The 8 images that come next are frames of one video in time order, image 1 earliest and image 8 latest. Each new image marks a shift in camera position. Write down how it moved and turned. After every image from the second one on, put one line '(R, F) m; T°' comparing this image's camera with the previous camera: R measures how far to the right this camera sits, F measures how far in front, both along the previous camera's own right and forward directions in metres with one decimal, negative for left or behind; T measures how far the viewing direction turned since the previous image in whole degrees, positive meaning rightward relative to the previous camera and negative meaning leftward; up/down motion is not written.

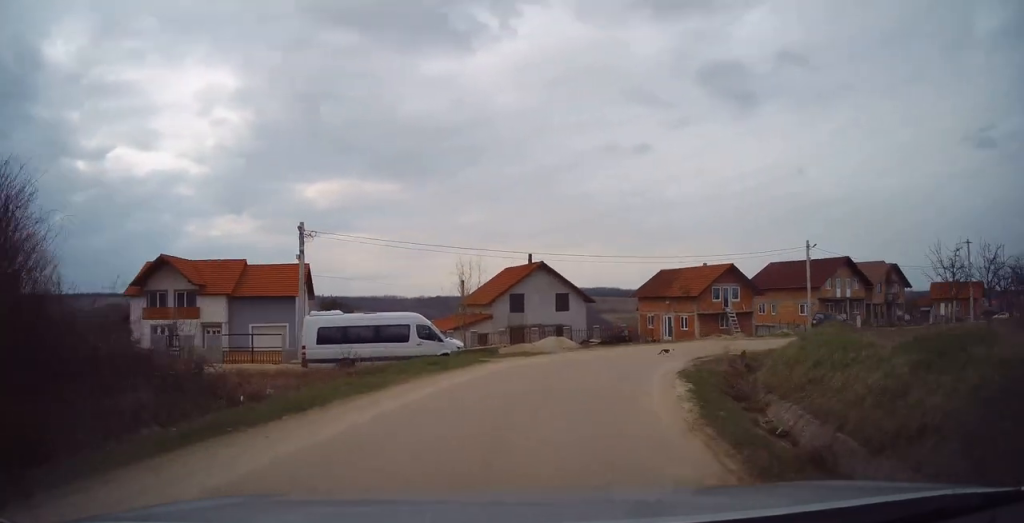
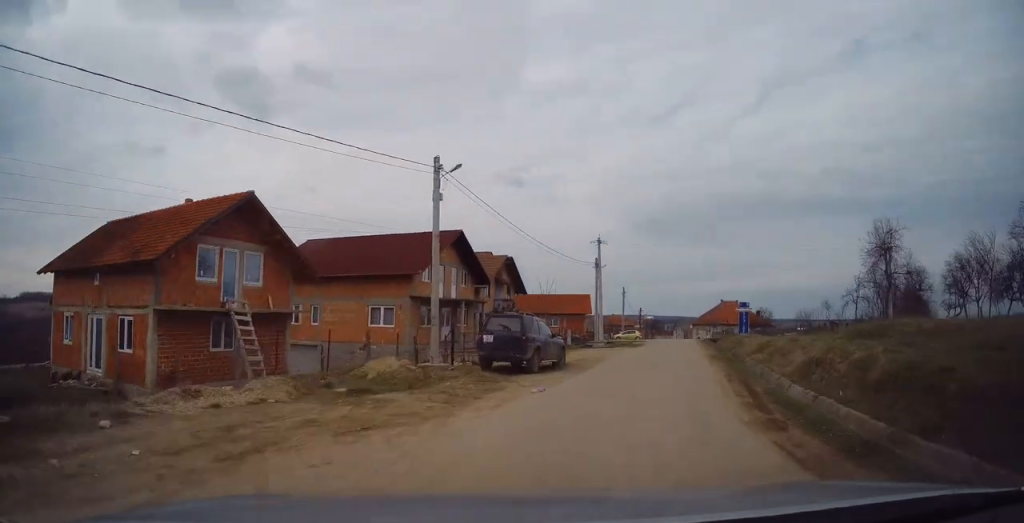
(+10.3, +28.8) m; +51°
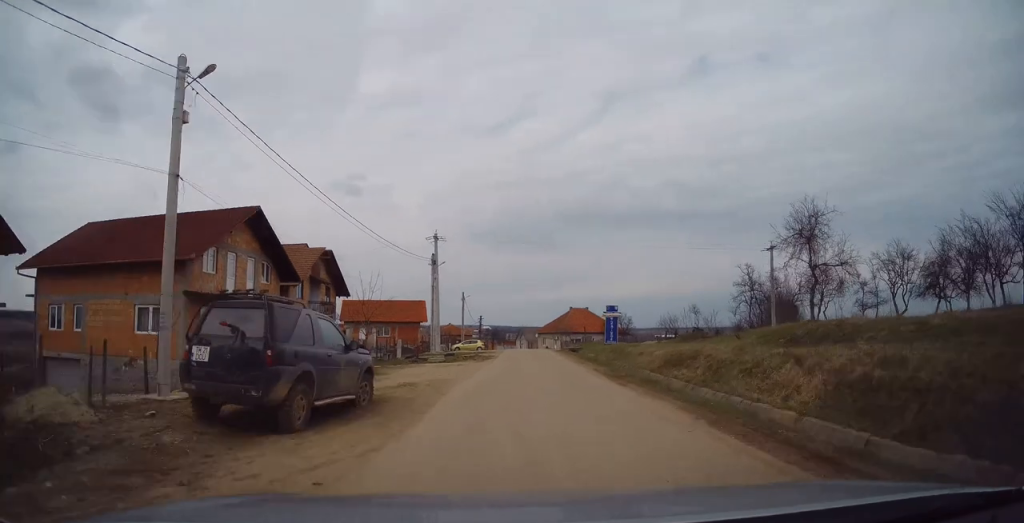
(+2.0, +8.7) m; +14°
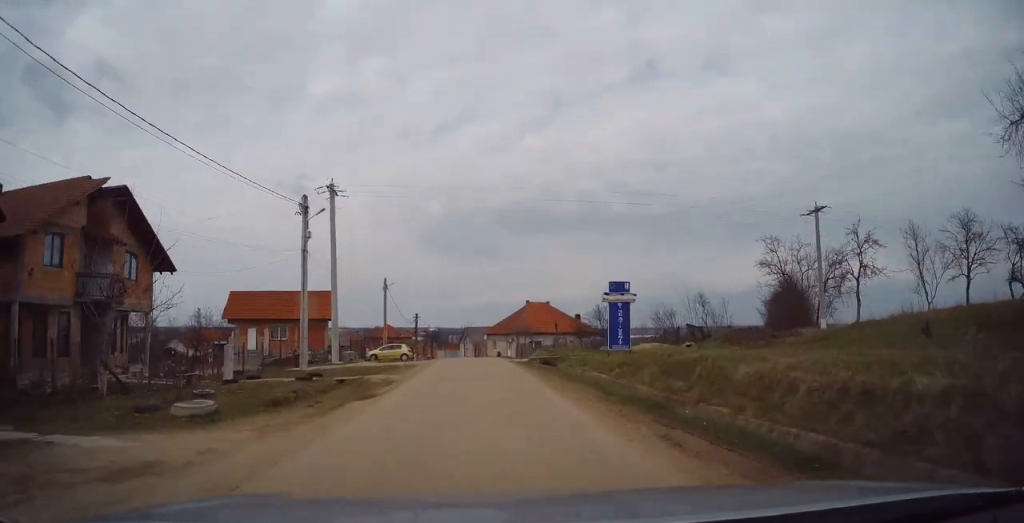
(+2.0, +18.5) m; +8°
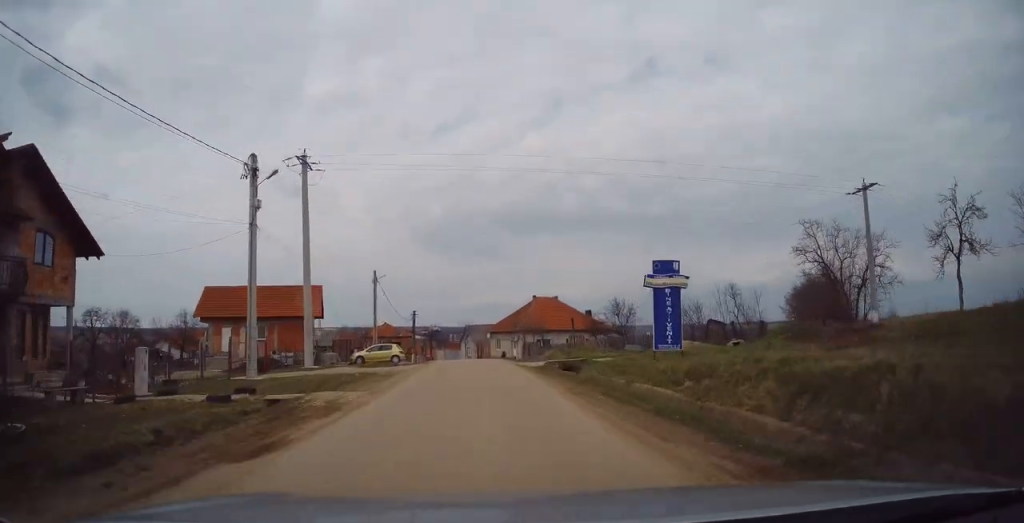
(+0.2, +6.0) m; 0°
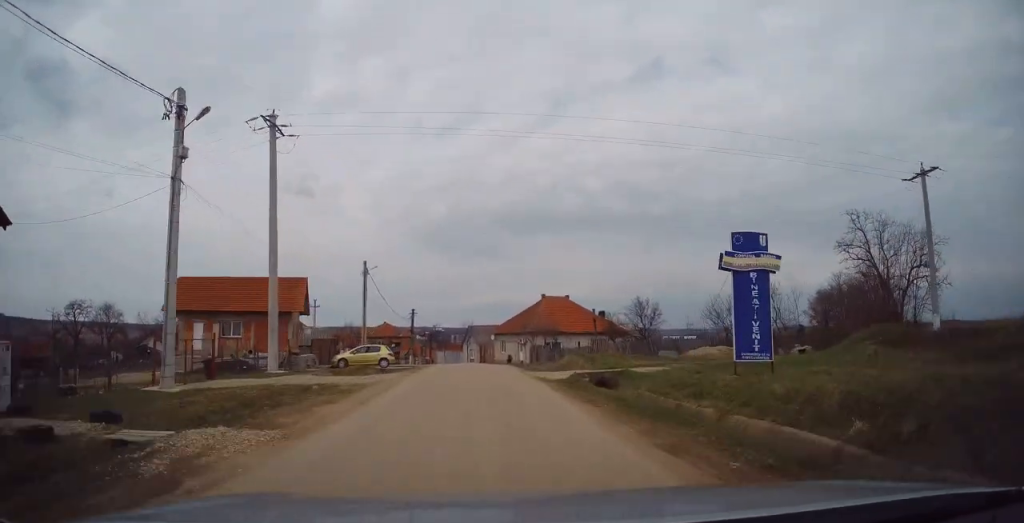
(0.0, +5.7) m; 0°
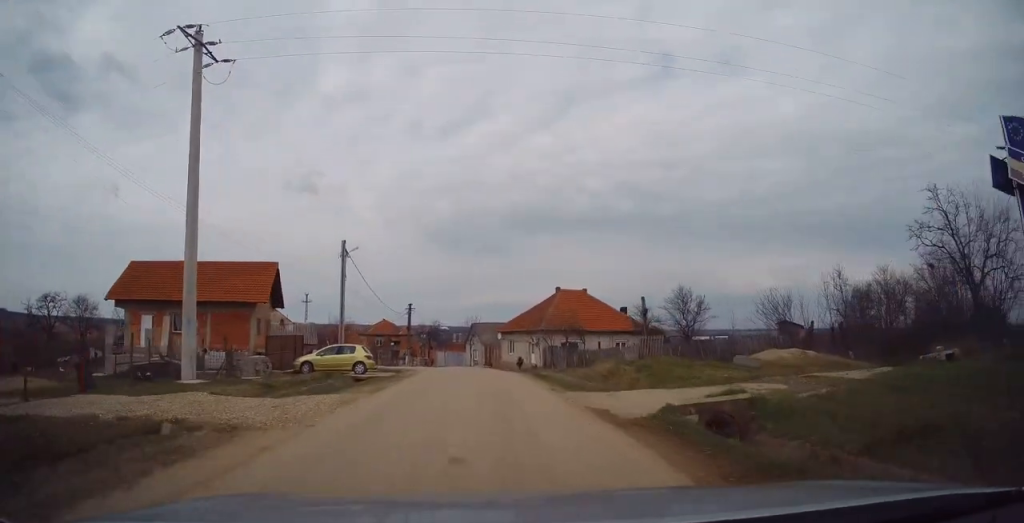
(-0.2, +8.0) m; 0°
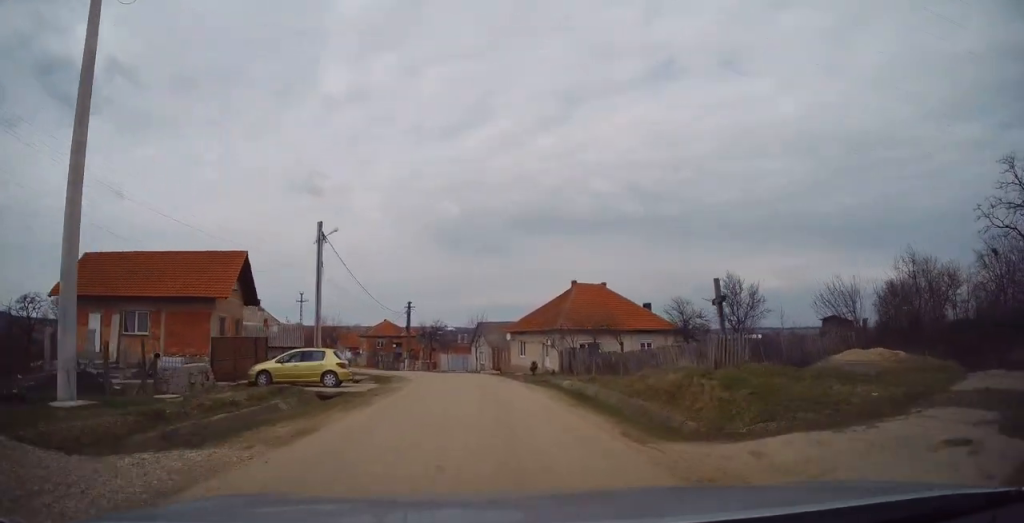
(0.0, +6.3) m; -1°
